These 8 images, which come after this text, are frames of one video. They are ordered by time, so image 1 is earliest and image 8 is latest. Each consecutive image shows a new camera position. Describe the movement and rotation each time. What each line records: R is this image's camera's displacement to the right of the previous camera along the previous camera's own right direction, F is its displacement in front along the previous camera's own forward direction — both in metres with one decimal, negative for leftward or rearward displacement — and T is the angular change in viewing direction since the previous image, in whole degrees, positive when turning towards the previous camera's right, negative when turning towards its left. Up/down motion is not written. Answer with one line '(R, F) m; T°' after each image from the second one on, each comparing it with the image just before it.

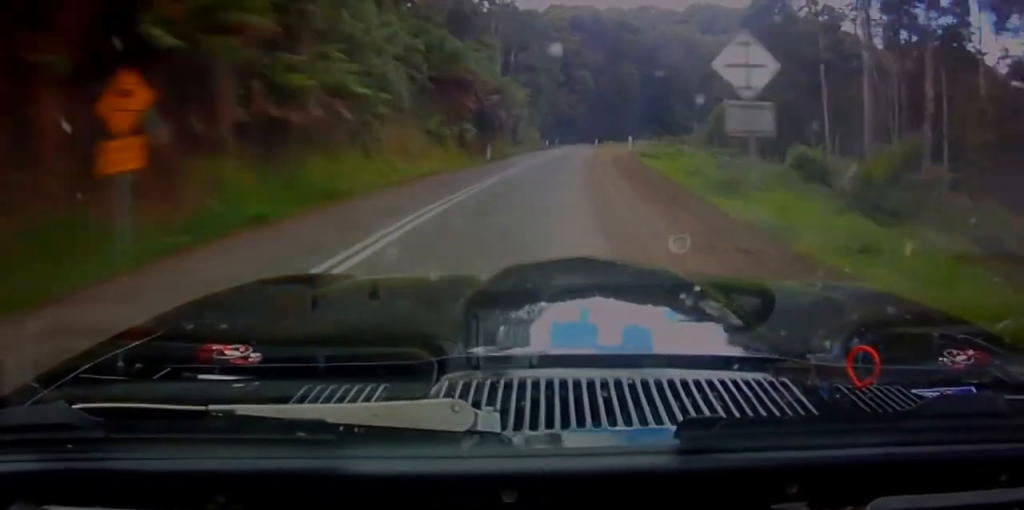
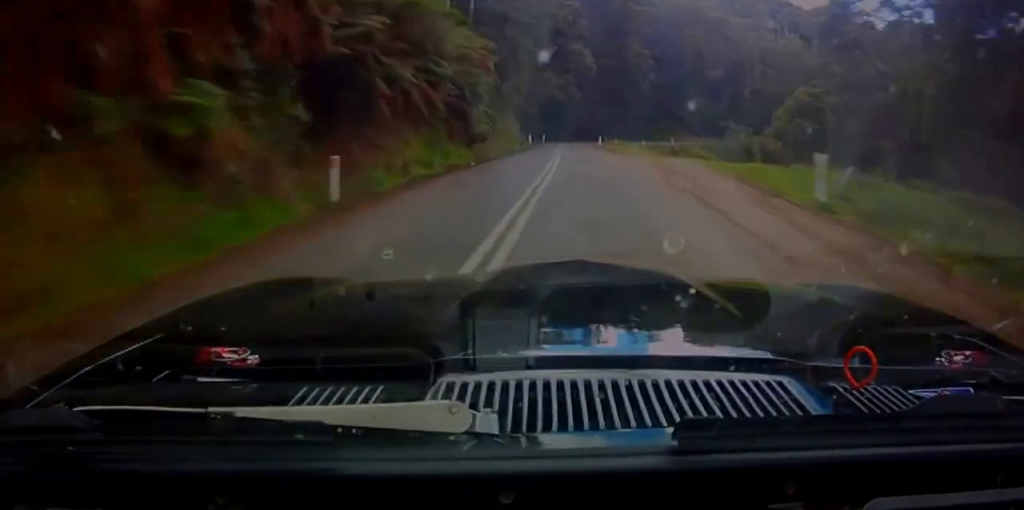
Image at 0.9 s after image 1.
(-0.1, +26.5) m; +1°
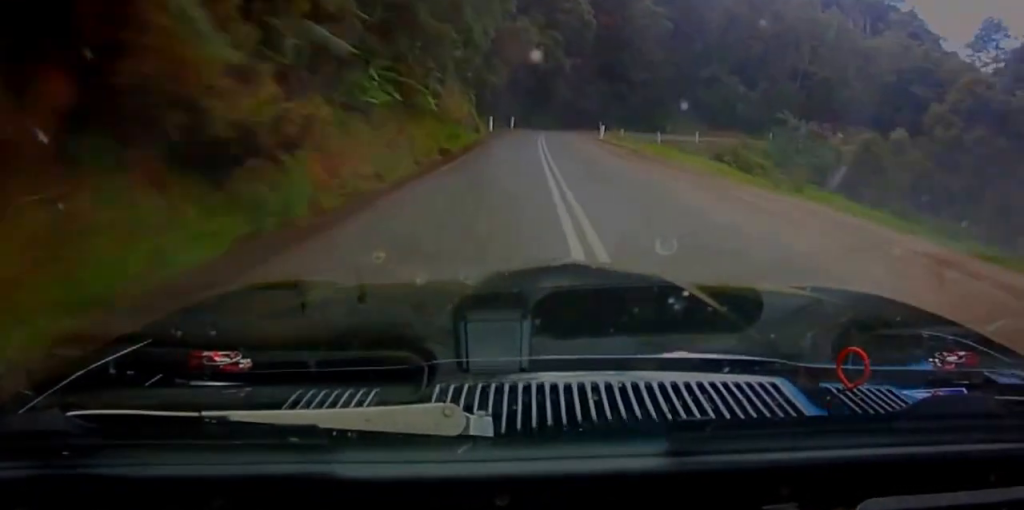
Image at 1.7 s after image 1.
(+0.7, +26.2) m; +2°
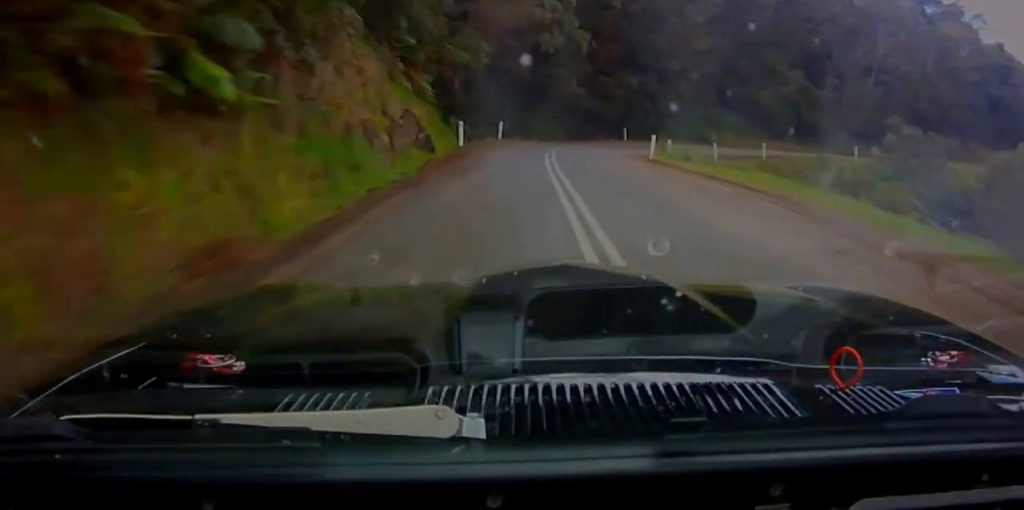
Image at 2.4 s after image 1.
(+0.1, +21.6) m; +1°
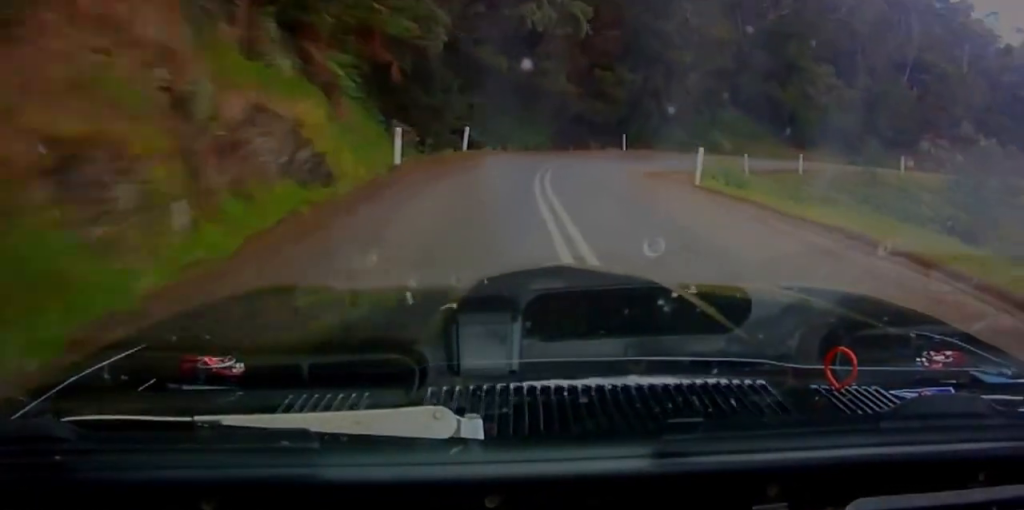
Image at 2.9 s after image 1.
(0.0, +11.3) m; +2°
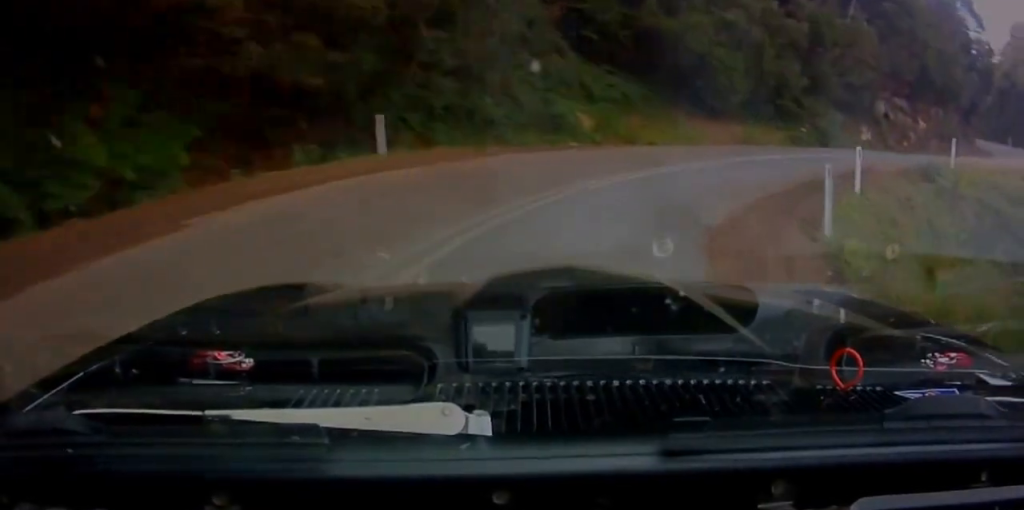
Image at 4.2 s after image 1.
(+1.6, +28.5) m; +9°
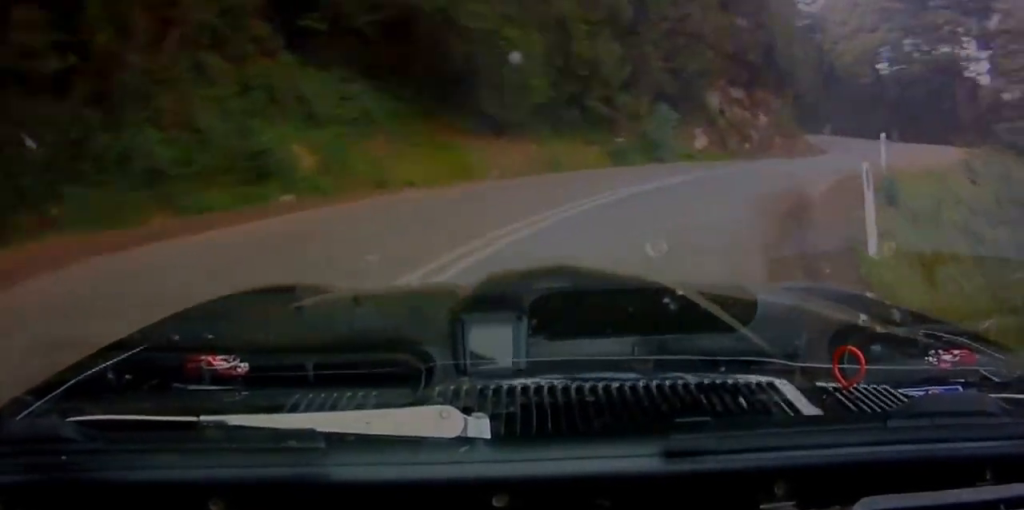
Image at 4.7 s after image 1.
(+0.3, +10.2) m; +7°
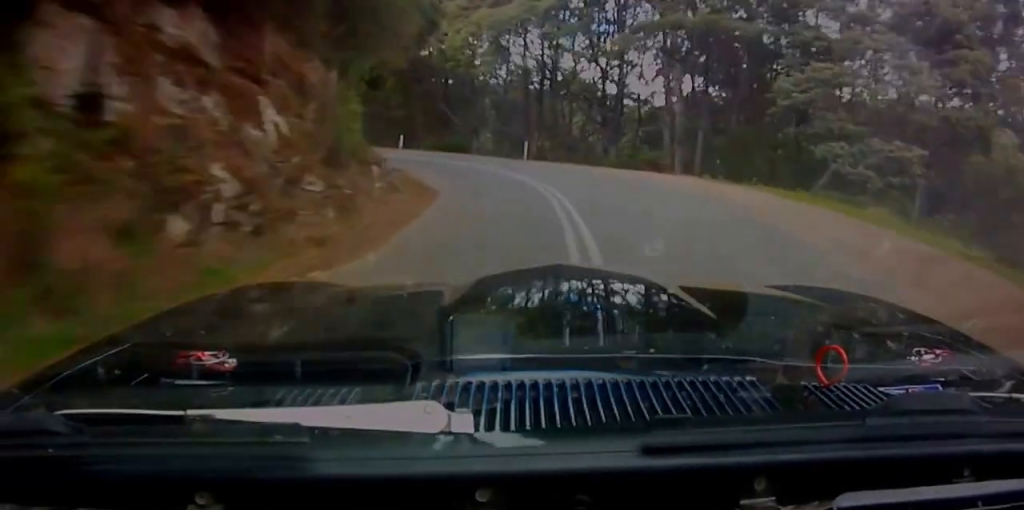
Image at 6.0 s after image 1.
(+5.3, +18.4) m; +39°
